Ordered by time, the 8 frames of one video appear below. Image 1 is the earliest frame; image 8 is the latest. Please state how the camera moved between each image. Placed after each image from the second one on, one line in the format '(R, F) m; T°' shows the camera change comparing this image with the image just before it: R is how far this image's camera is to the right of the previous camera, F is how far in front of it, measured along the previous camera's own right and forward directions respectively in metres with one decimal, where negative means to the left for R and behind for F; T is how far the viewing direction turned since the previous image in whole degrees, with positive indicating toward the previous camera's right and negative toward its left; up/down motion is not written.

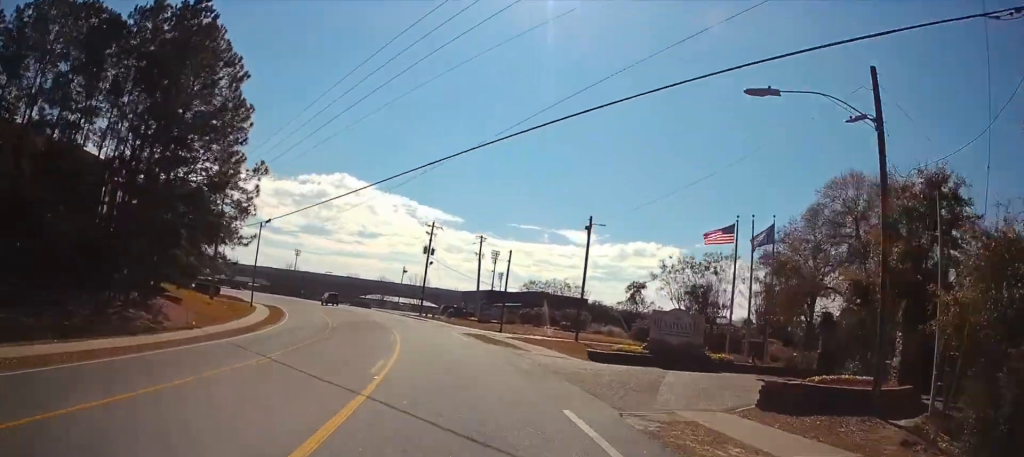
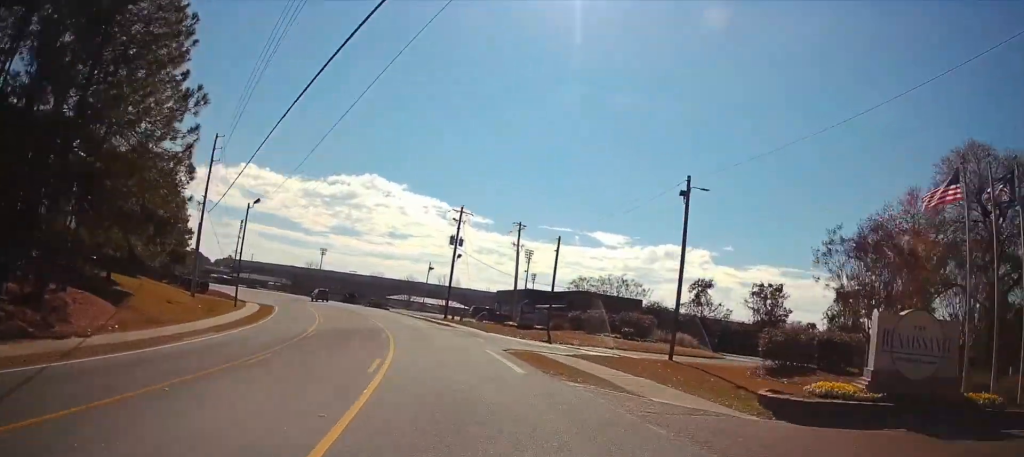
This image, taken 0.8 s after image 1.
(-0.4, +13.1) m; -3°
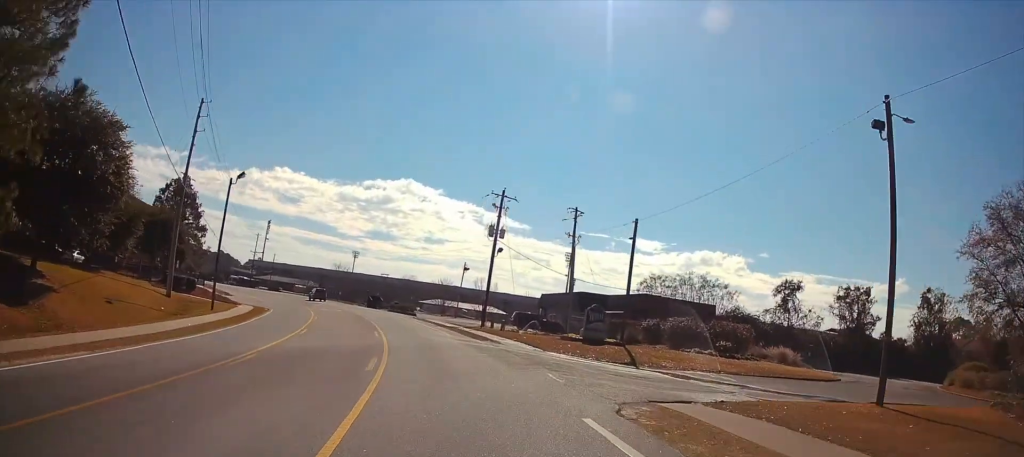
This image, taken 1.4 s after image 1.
(-0.3, +12.0) m; -3°
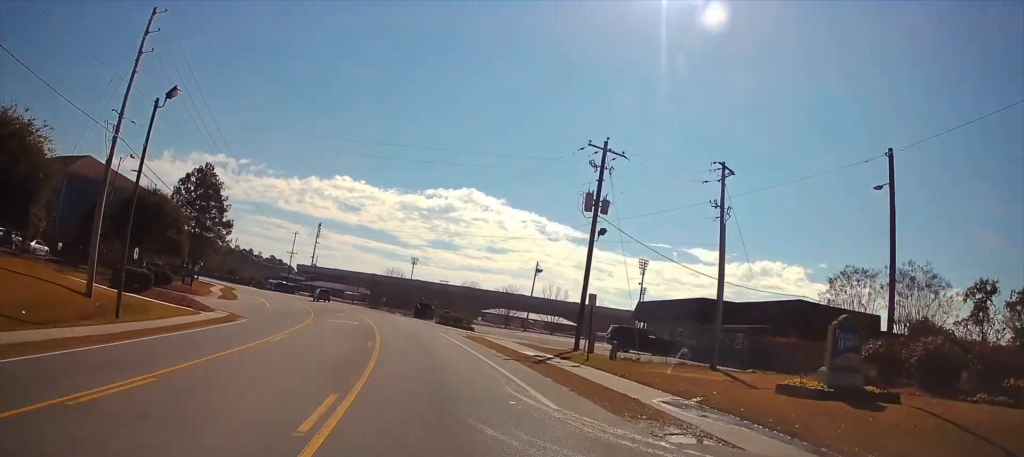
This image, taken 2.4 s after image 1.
(-0.6, +18.0) m; -6°
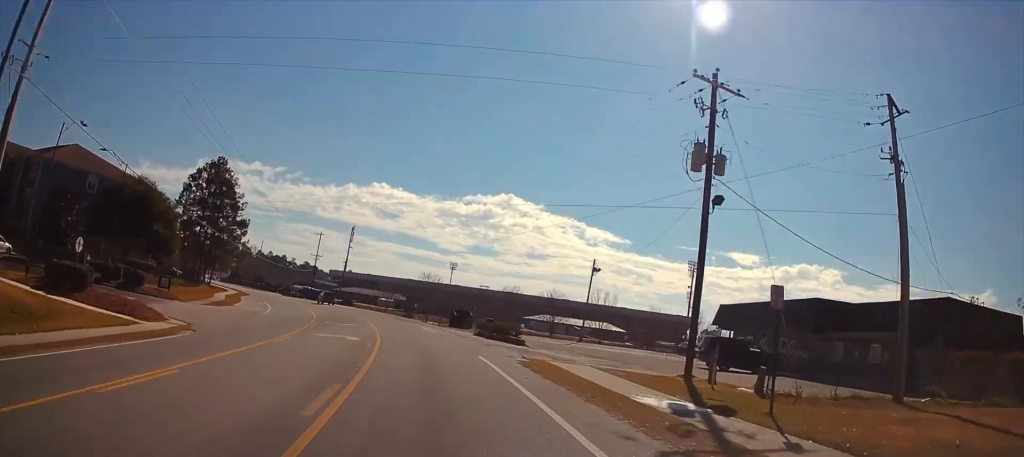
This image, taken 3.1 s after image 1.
(-0.7, +11.4) m; -3°
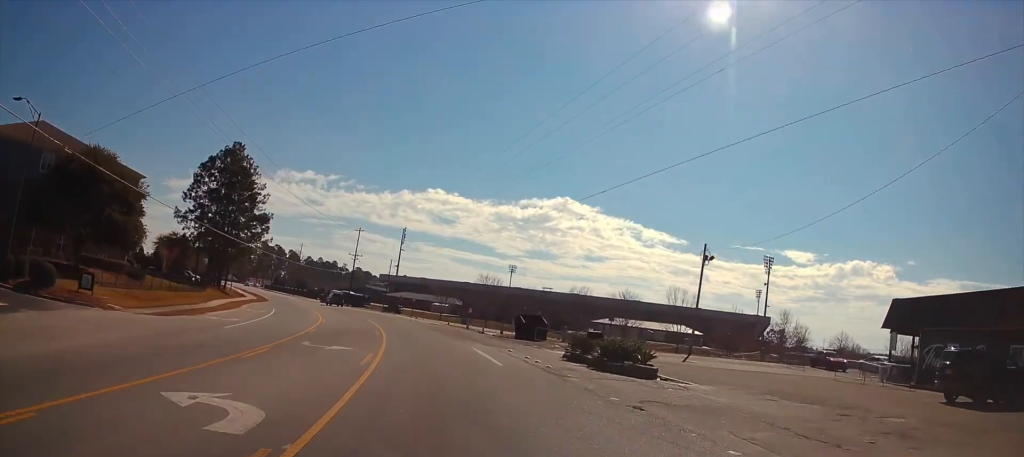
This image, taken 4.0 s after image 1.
(-0.4, +16.9) m; -5°
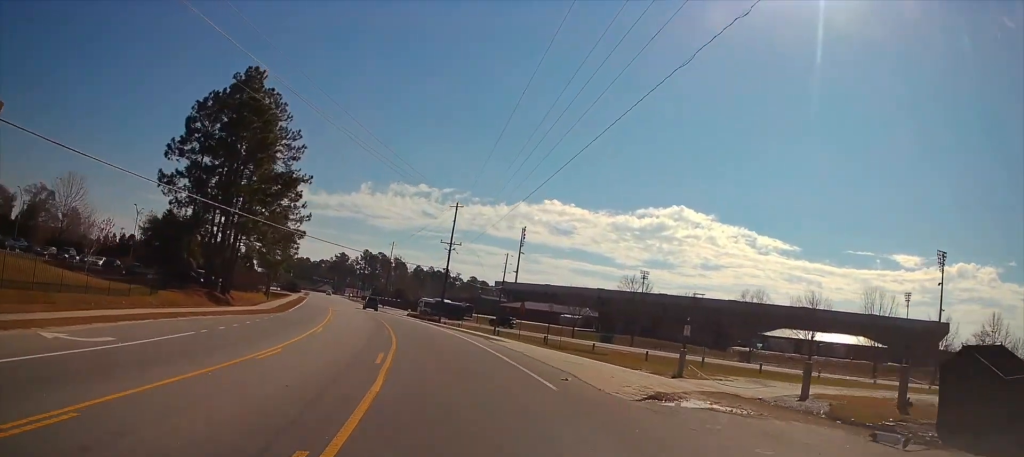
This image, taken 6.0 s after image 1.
(-0.5, +35.3) m; -8°
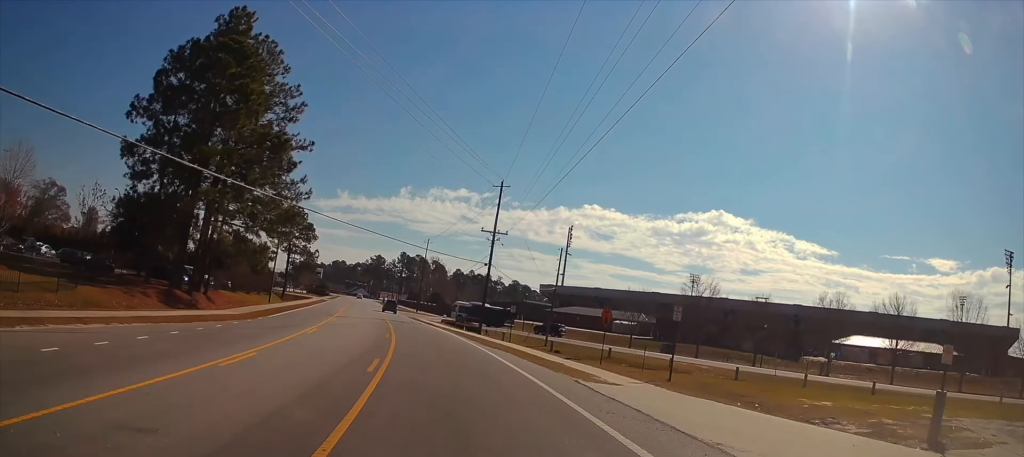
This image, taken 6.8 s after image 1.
(-1.0, +13.9) m; -11°
